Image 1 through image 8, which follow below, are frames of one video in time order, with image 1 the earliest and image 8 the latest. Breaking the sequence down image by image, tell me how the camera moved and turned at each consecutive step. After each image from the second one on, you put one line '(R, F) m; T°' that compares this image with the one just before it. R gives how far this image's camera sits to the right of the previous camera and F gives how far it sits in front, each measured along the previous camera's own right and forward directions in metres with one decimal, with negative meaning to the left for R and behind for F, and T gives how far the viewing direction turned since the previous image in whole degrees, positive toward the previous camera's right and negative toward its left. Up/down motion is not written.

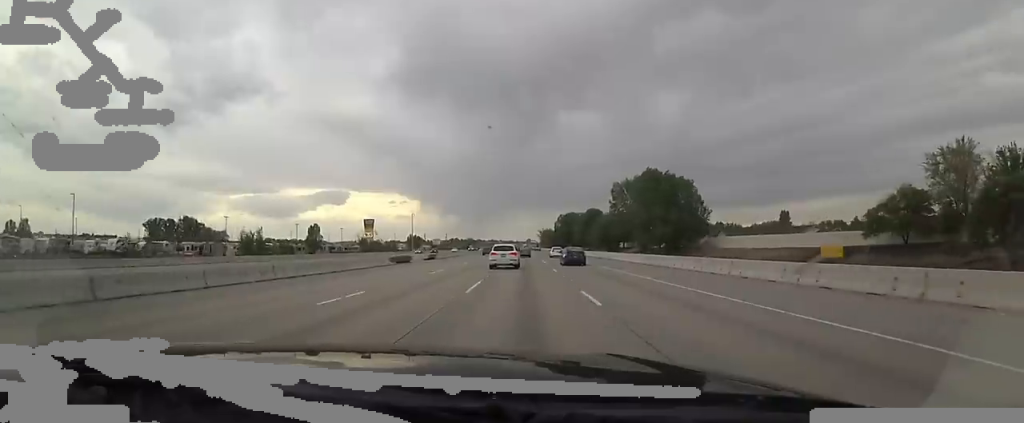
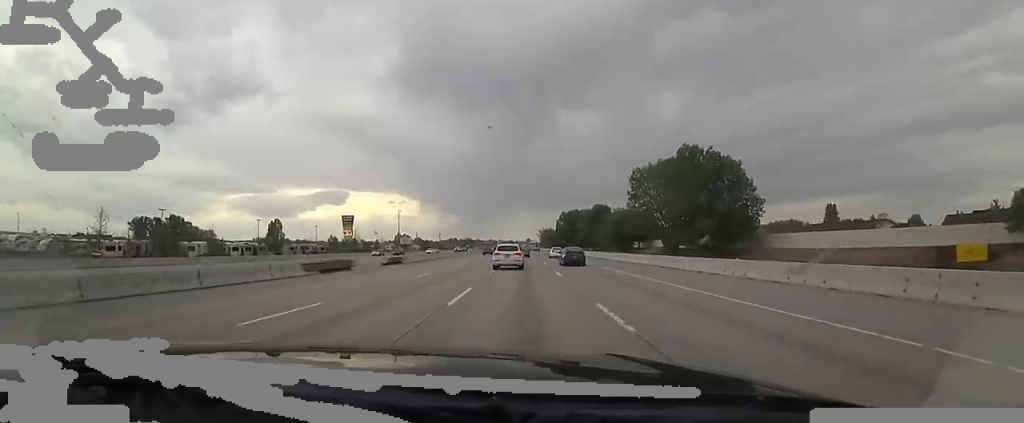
(0.0, +18.9) m; 0°
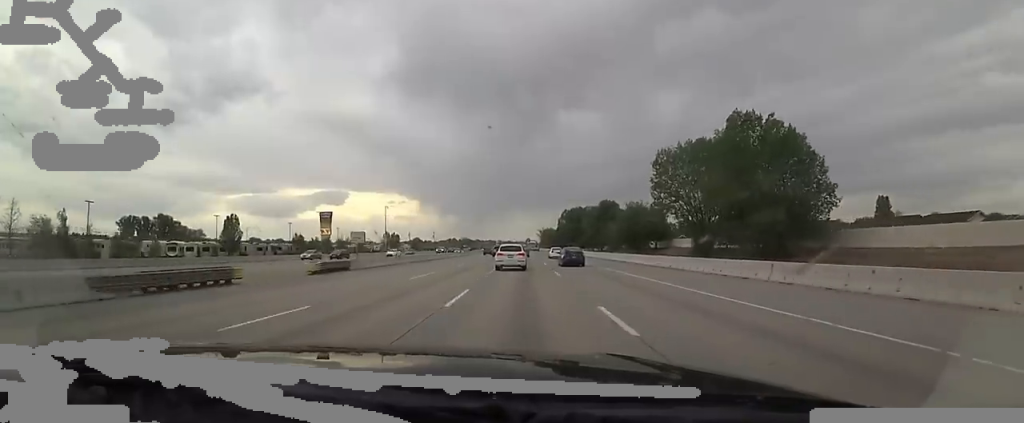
(0.0, +15.6) m; 0°
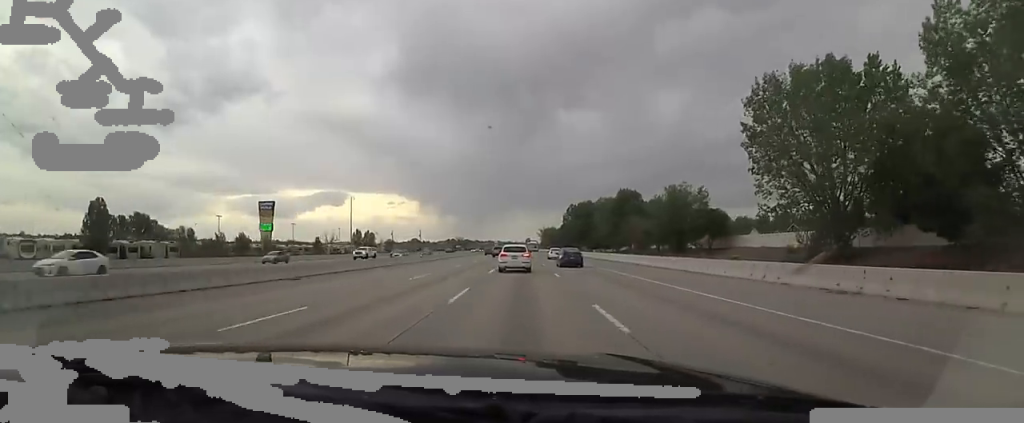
(0.0, +29.2) m; 0°
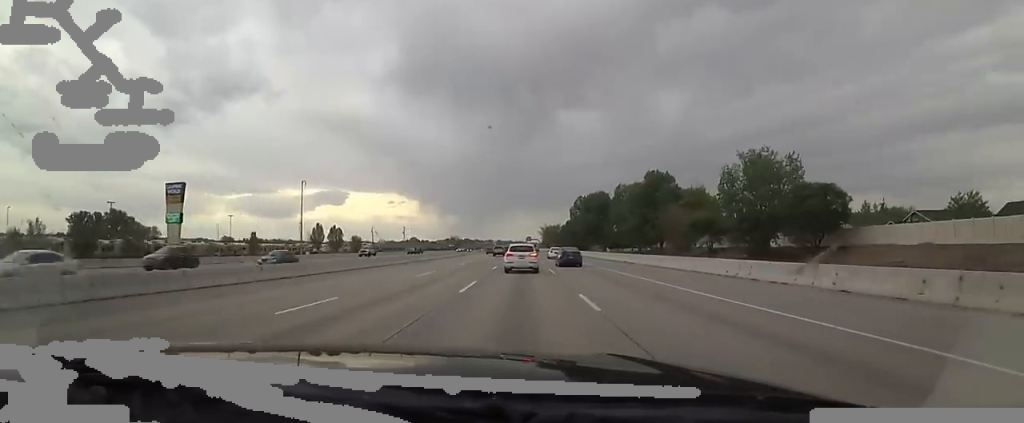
(0.0, +27.2) m; 0°
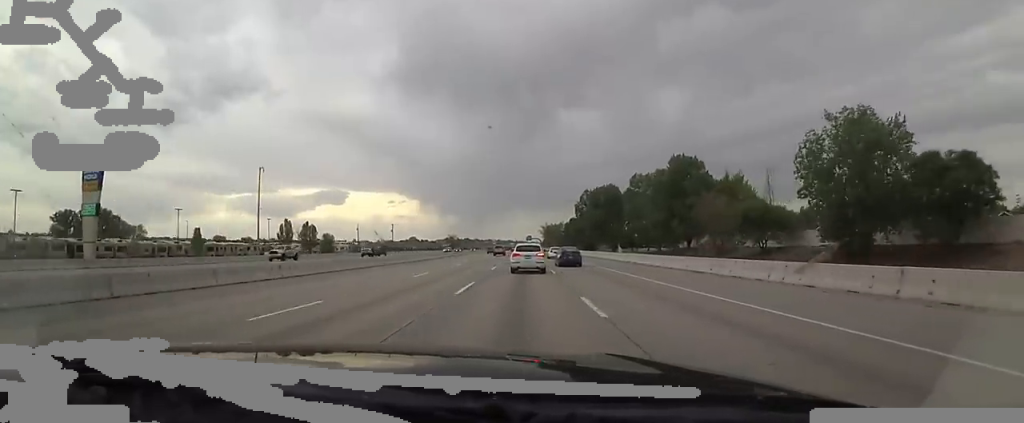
(0.0, +16.0) m; 0°
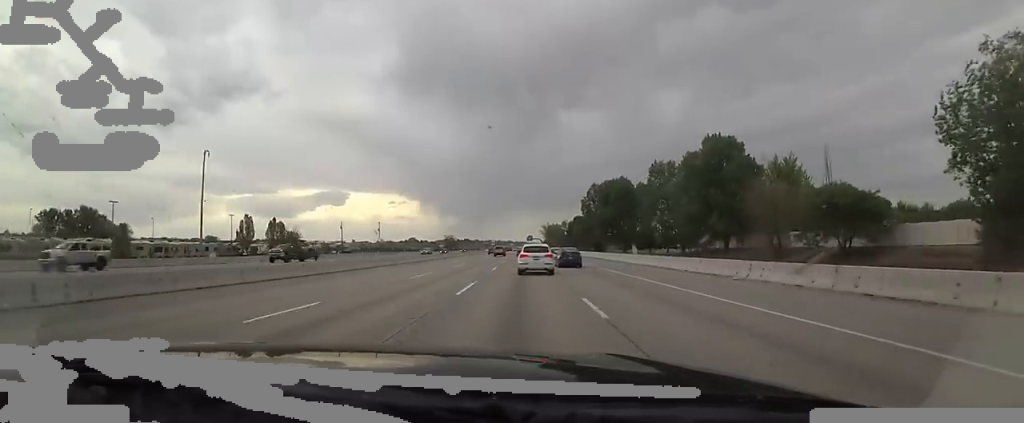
(0.0, +15.2) m; 0°
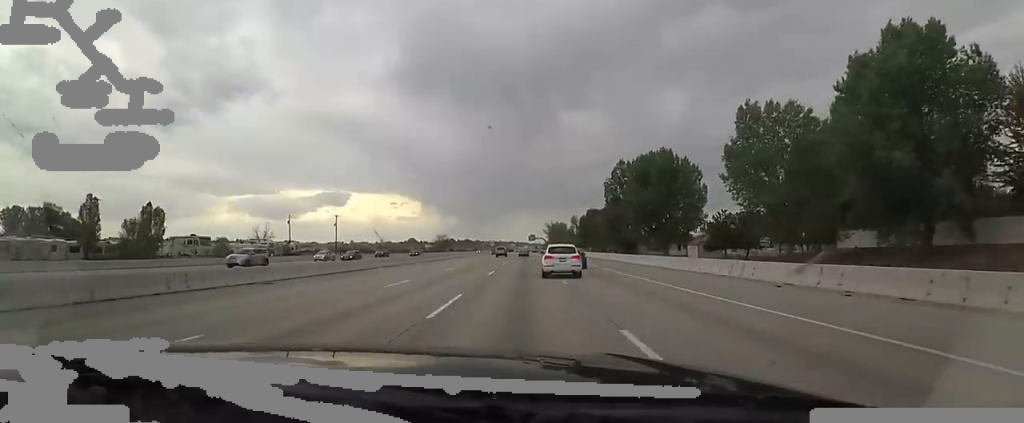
(0.0, +36.6) m; 0°
